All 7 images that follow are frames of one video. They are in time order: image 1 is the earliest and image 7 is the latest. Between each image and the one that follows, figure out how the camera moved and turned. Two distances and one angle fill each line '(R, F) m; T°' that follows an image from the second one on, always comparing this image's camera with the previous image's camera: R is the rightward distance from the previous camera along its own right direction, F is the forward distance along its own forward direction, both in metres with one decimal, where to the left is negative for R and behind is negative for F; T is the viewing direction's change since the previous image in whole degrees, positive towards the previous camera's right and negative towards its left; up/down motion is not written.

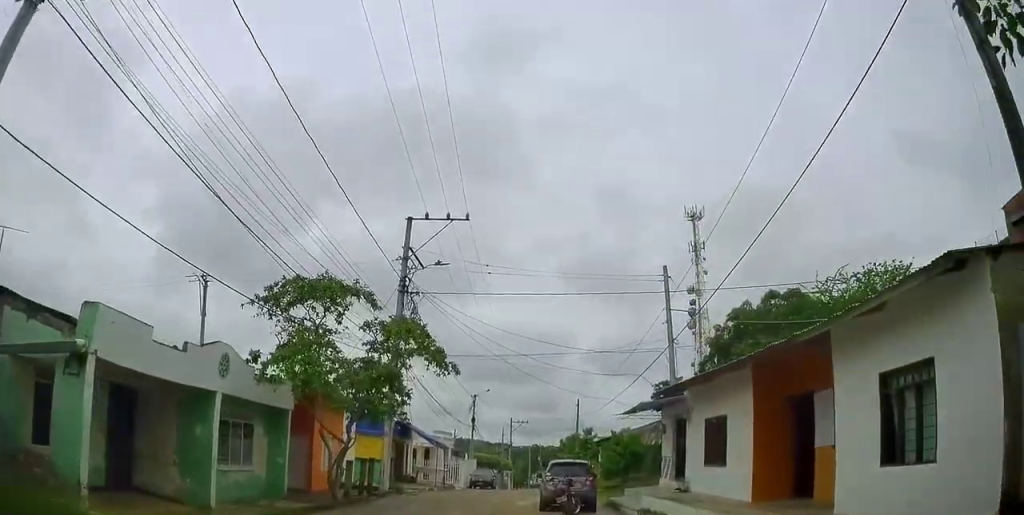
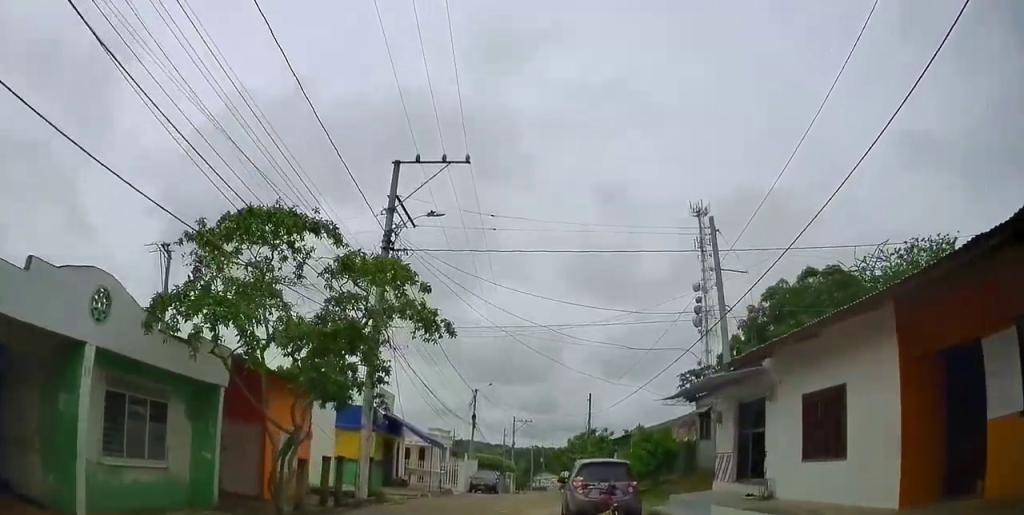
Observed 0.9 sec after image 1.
(+0.3, +4.7) m; -1°
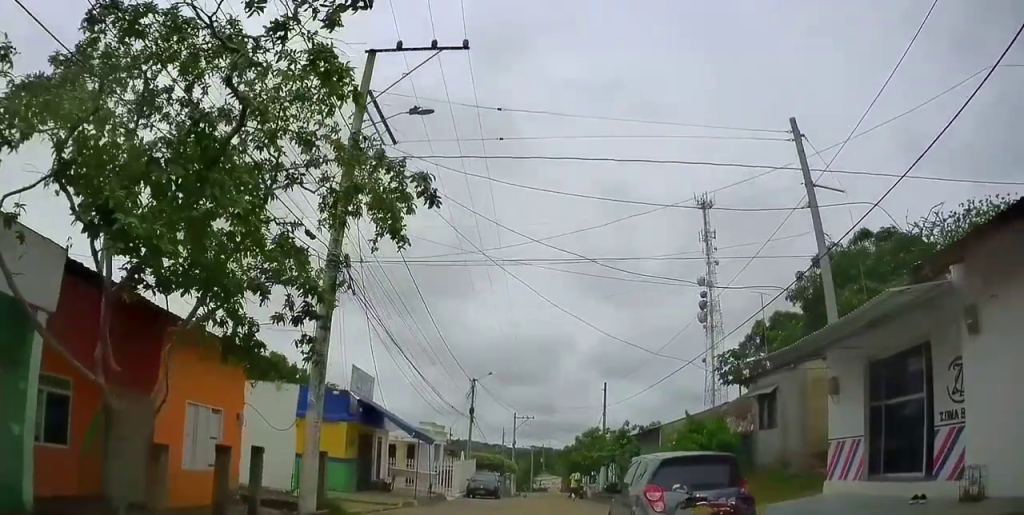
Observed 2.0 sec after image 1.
(-0.5, +5.4) m; -7°
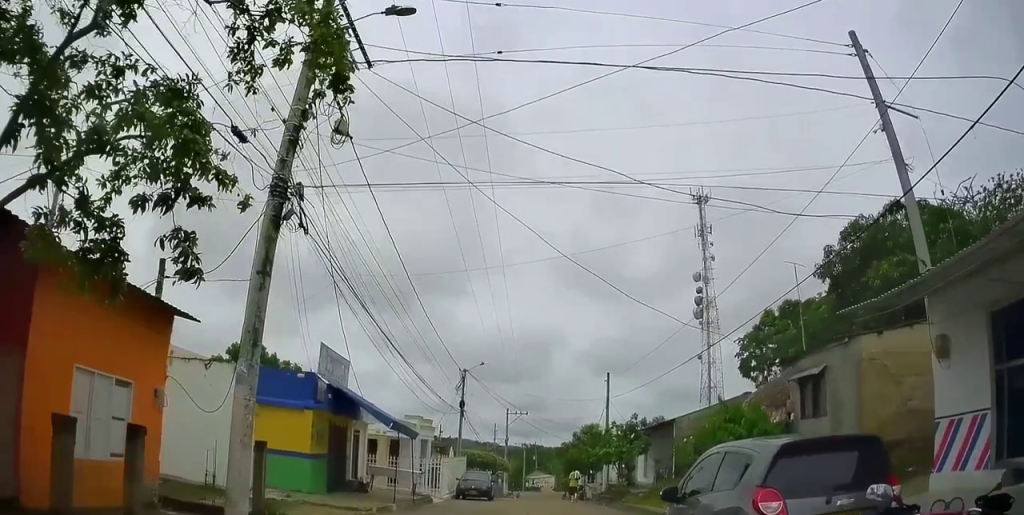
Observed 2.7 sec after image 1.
(-0.2, +3.2) m; +1°
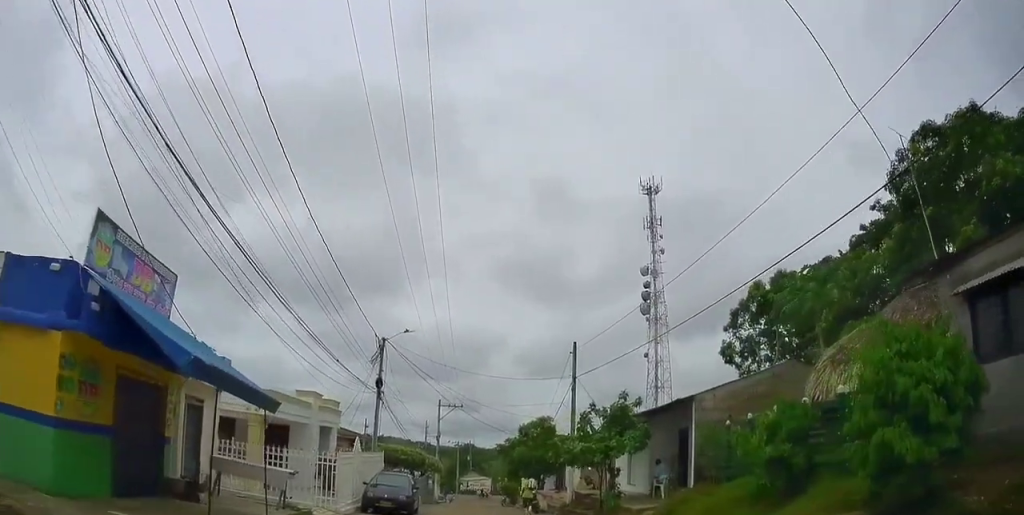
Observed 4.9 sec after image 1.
(+0.8, +9.2) m; +7°
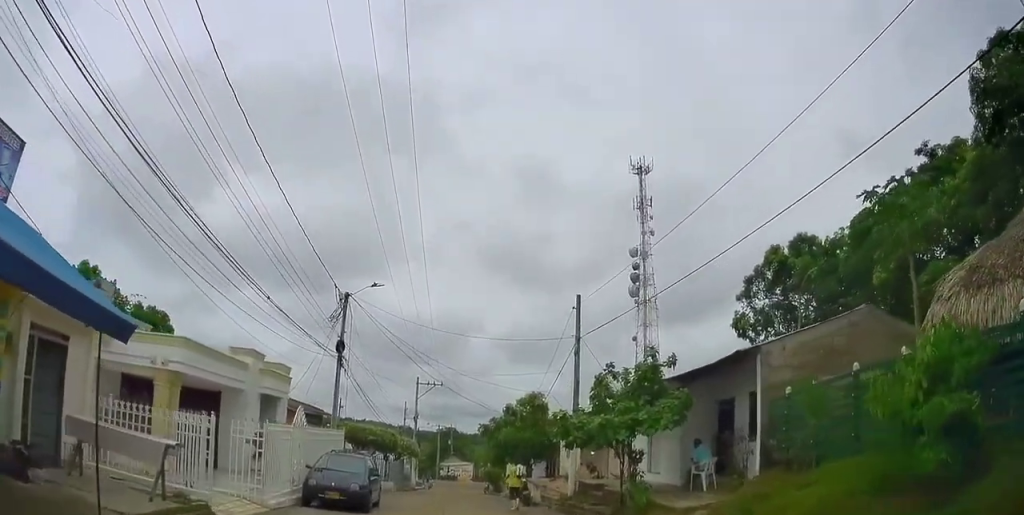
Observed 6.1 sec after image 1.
(+0.3, +4.7) m; +11°
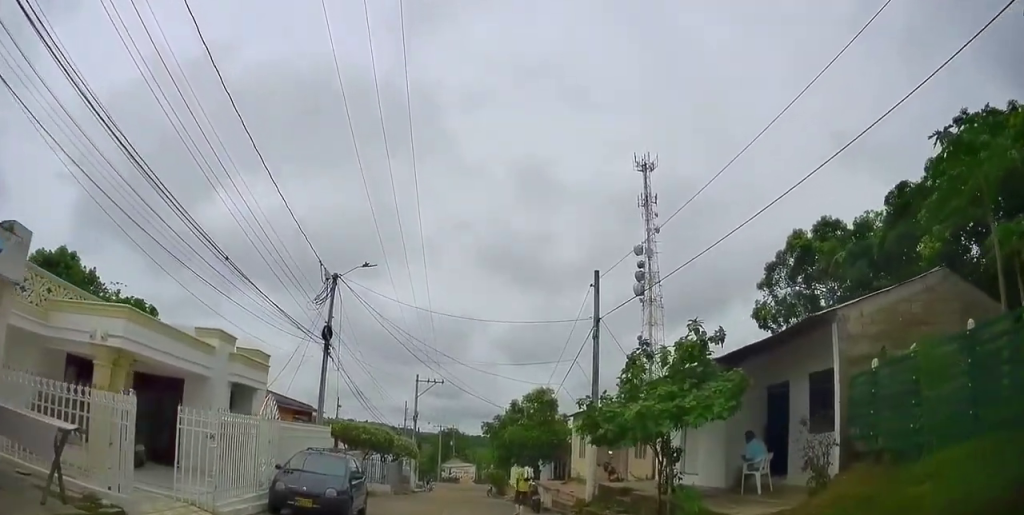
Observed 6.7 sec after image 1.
(+0.2, +2.4) m; +6°
